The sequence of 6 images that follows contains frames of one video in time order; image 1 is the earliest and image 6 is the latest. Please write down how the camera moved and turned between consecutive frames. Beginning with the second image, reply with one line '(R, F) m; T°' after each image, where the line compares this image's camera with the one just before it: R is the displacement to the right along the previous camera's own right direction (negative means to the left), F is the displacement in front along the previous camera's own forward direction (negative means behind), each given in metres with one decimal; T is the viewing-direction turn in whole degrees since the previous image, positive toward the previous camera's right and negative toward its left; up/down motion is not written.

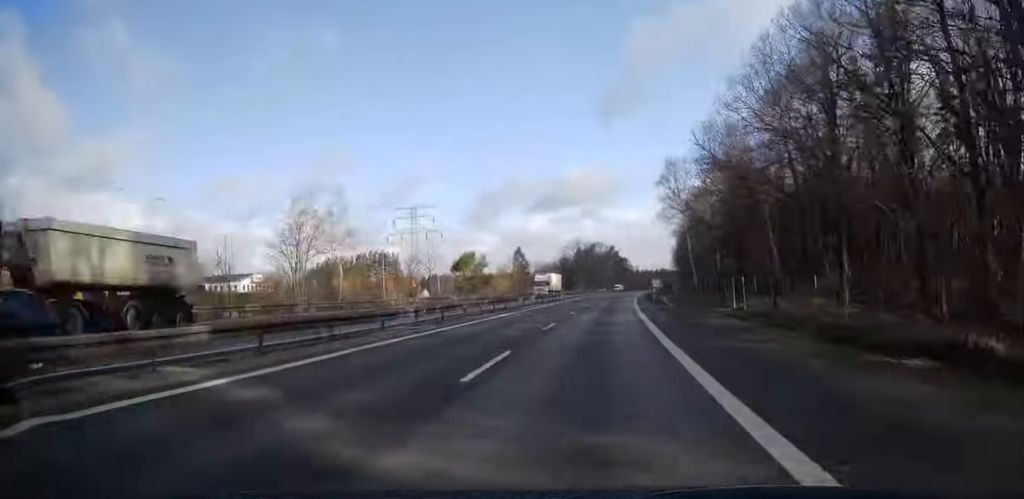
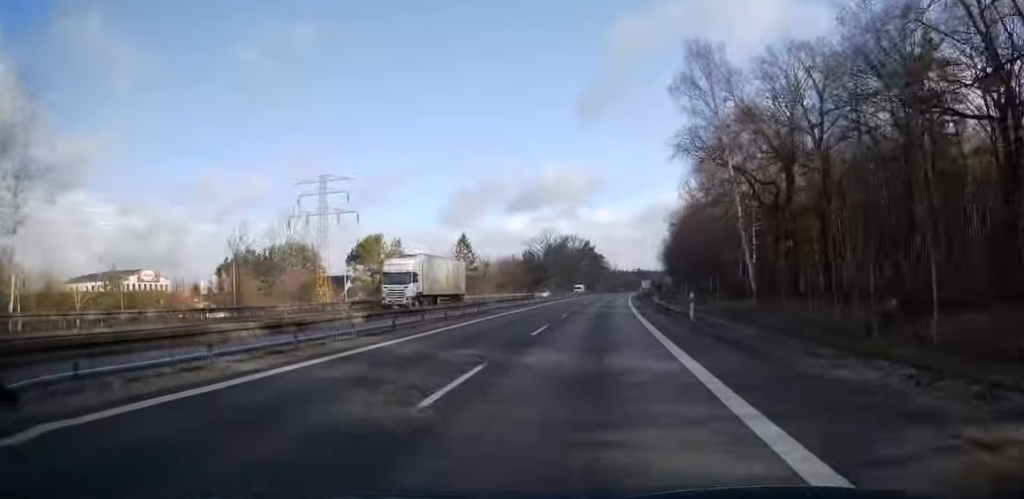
(+0.5, +38.1) m; +2°
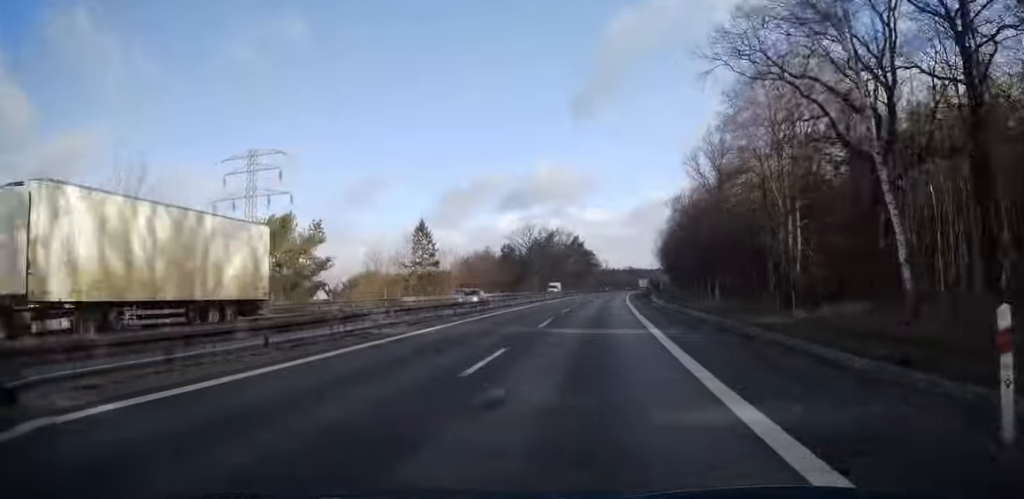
(+0.2, +21.1) m; +1°
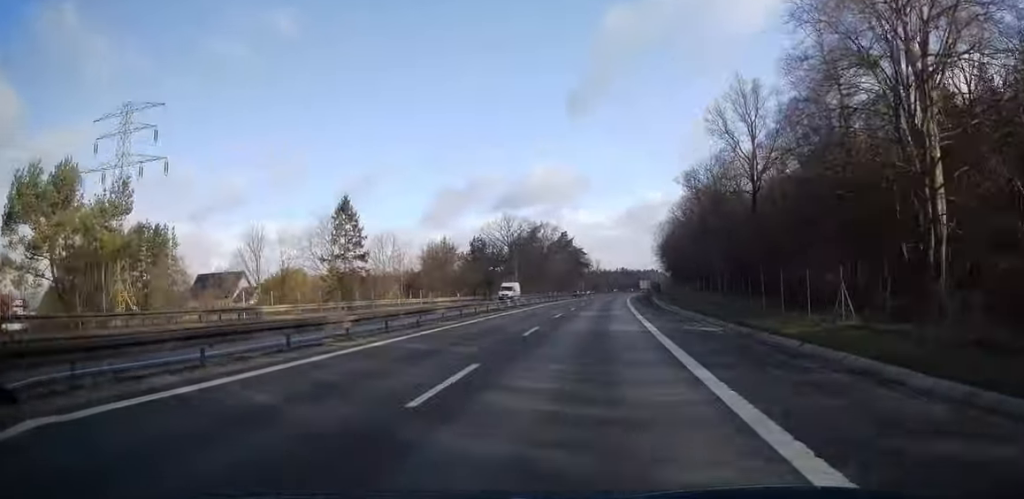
(+0.3, +26.4) m; +1°
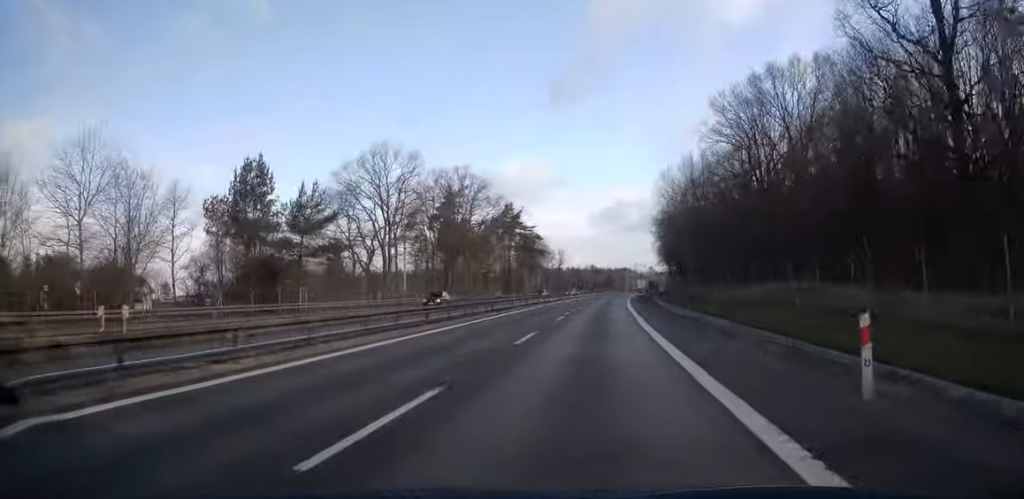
(+1.5, +74.2) m; +3°
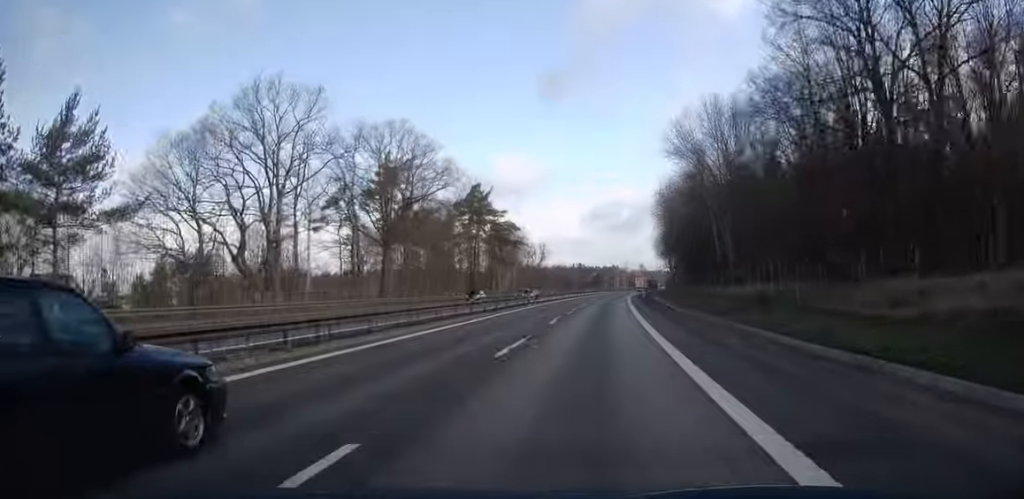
(+0.2, +27.4) m; +1°
